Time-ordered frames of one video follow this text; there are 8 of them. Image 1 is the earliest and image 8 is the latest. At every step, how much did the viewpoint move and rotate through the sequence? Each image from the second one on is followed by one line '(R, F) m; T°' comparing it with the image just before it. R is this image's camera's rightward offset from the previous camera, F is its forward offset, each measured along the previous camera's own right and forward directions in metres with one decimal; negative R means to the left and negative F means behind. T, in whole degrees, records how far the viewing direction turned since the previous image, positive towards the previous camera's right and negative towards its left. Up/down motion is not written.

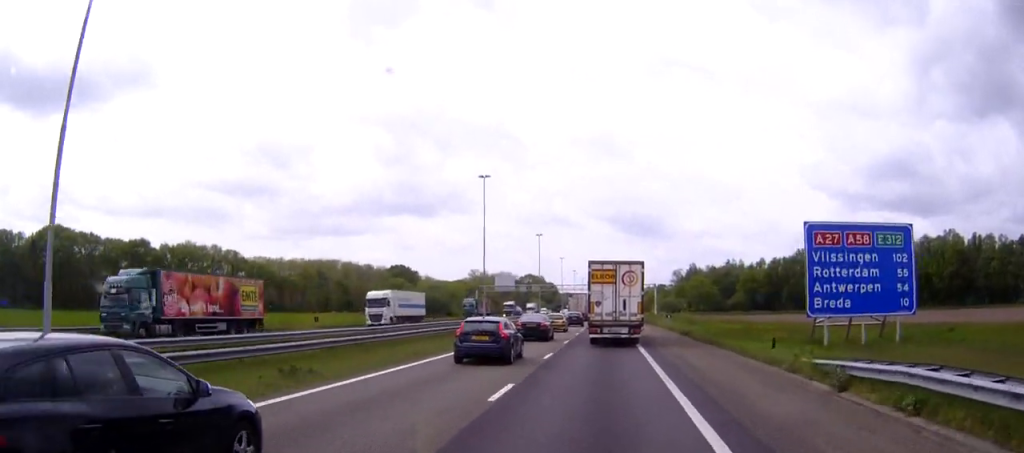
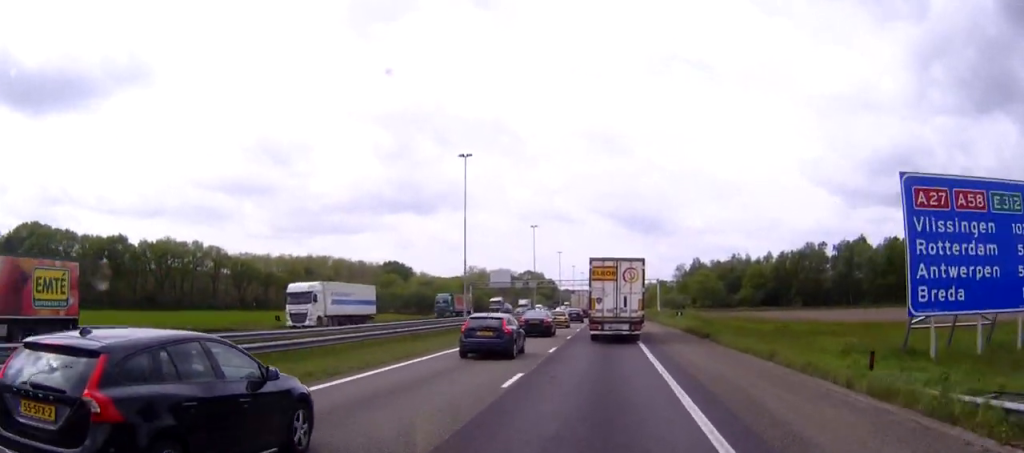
(0.0, +10.0) m; 0°
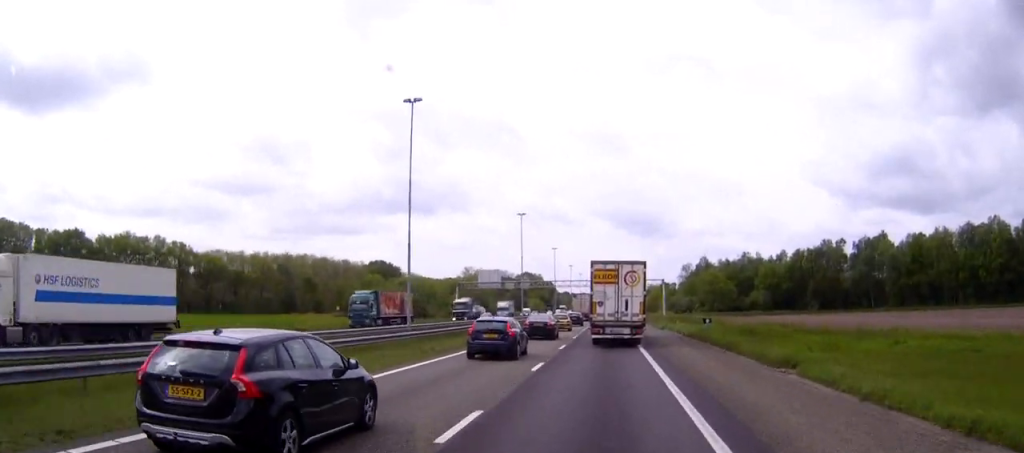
(0.0, +17.9) m; 0°
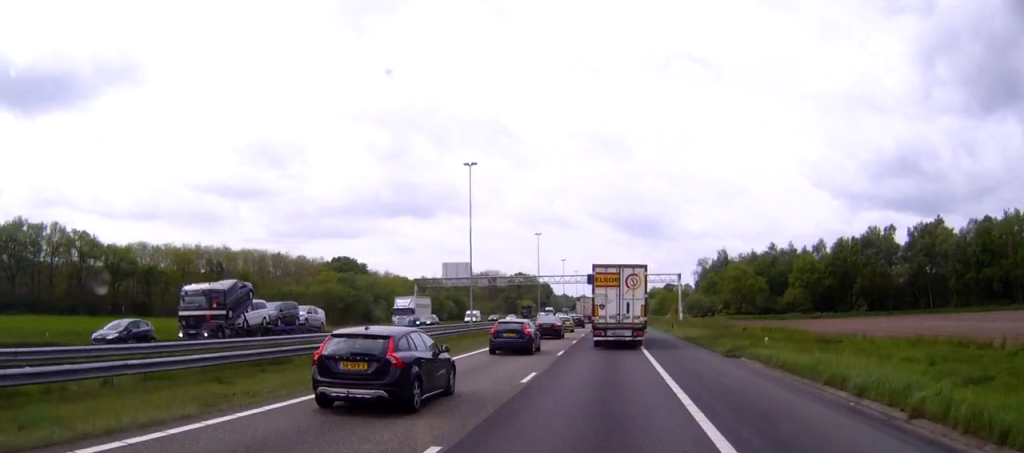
(0.0, +39.0) m; 0°
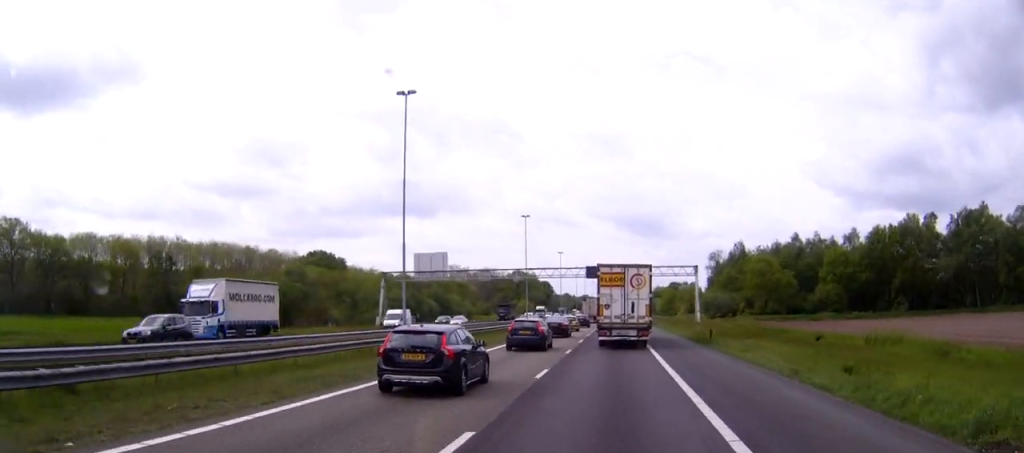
(0.0, +22.5) m; 0°
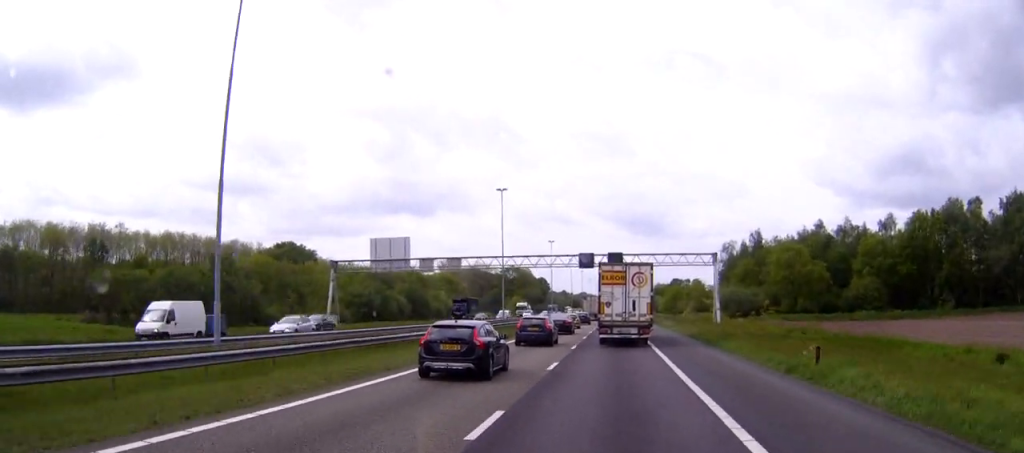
(0.0, +21.7) m; 0°
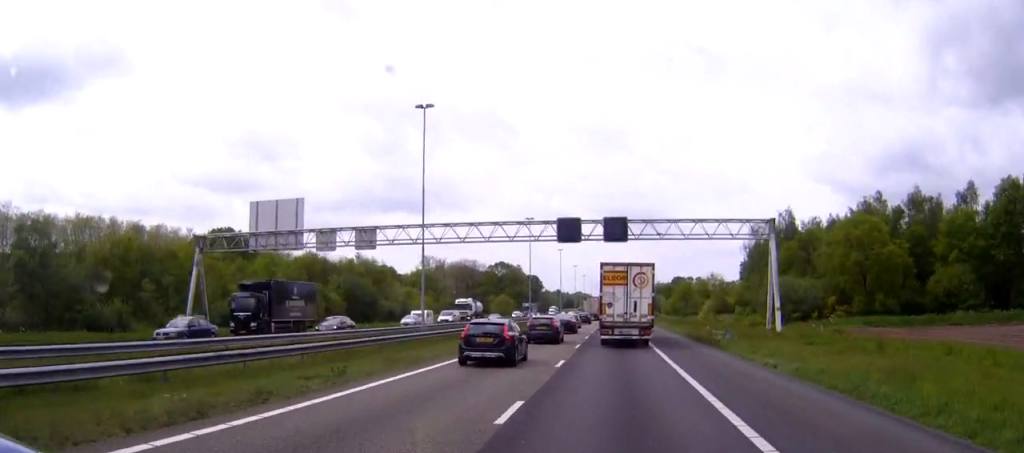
(0.0, +34.0) m; 0°
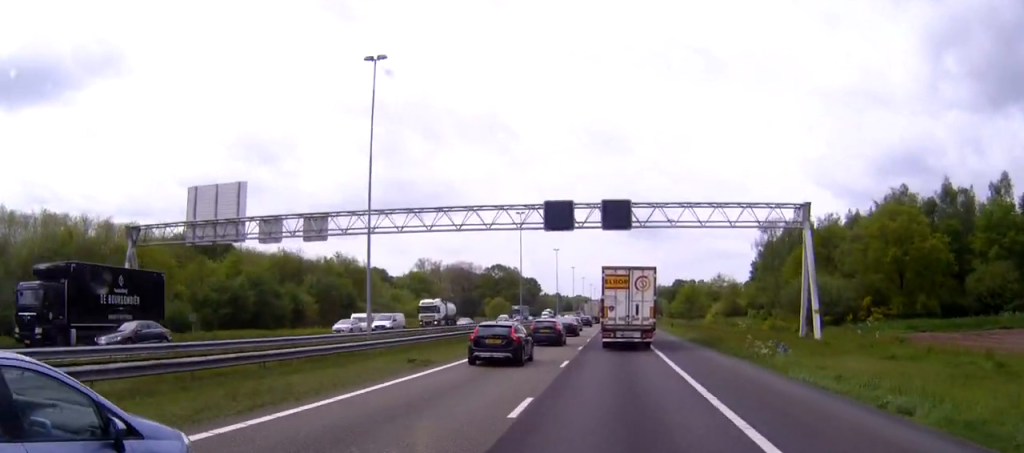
(0.0, +10.9) m; 0°
